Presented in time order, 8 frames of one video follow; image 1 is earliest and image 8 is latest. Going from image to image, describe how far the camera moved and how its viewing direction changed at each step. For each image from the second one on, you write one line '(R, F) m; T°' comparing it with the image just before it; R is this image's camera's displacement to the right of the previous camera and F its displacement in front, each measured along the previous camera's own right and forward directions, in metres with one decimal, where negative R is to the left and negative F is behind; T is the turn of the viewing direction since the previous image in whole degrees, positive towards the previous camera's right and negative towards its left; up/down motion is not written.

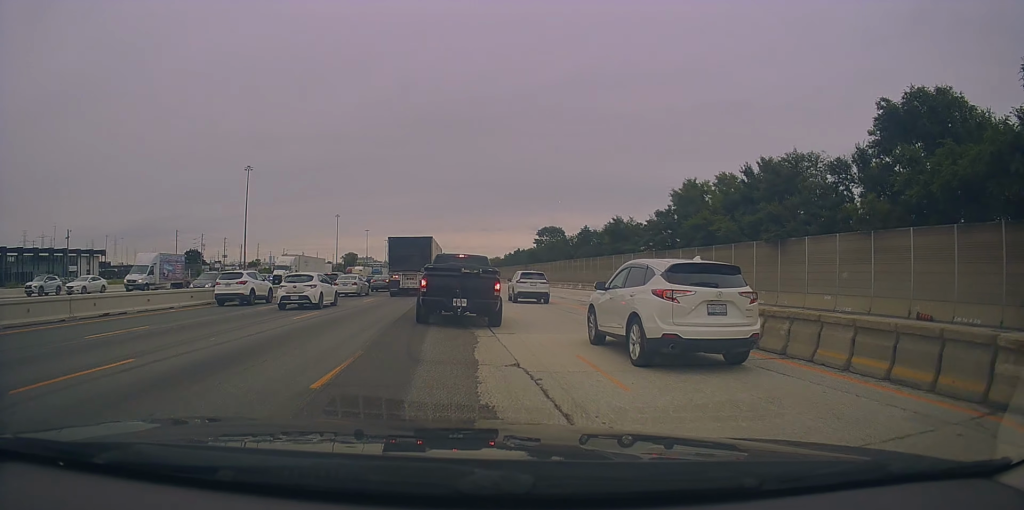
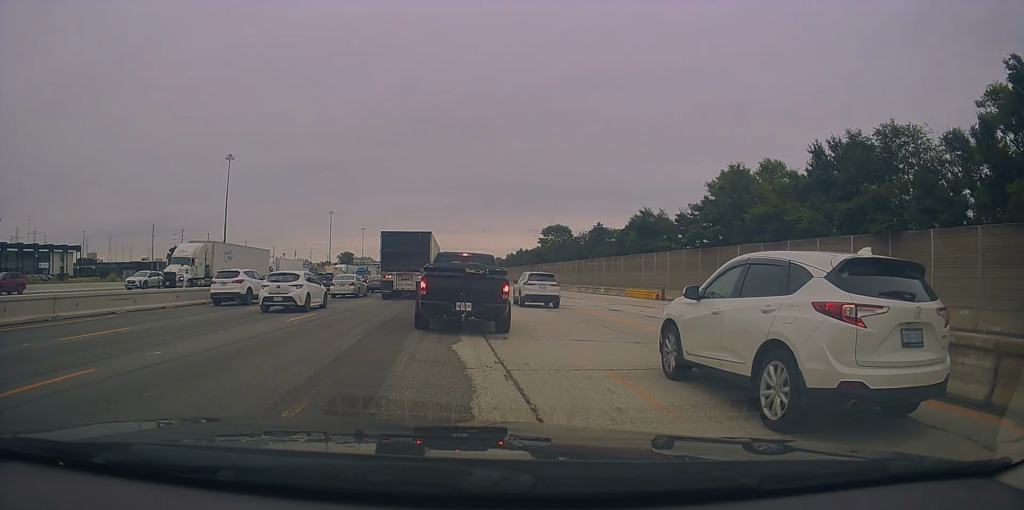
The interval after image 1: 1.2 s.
(+0.1, +13.3) m; 0°
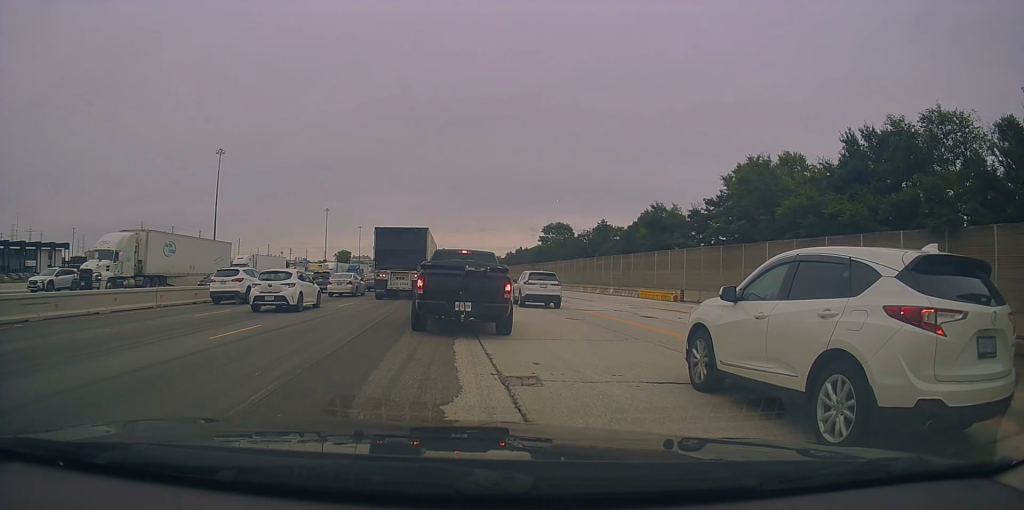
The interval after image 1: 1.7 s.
(0.0, +5.0) m; -1°
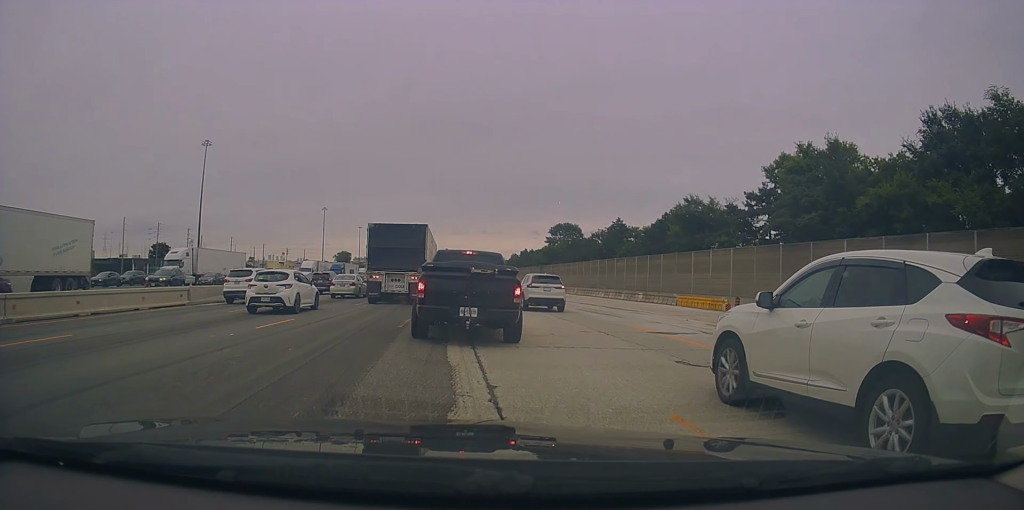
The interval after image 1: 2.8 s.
(-0.3, +9.7) m; -1°
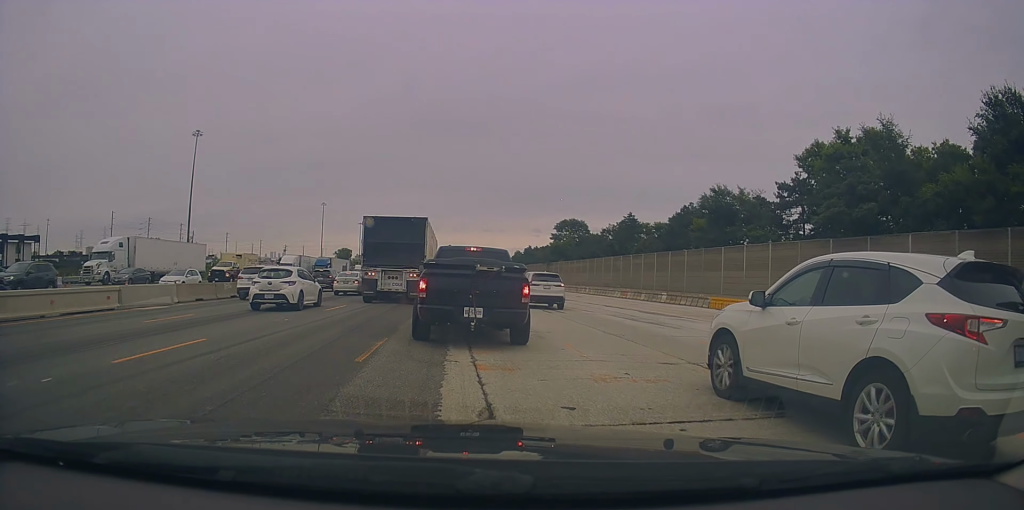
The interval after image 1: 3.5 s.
(0.0, +6.1) m; +1°
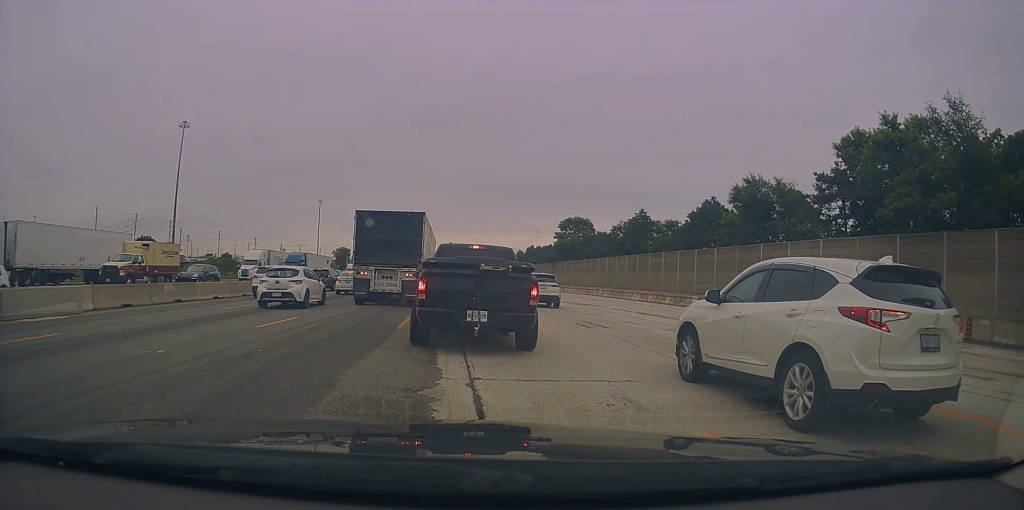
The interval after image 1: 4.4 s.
(+0.2, +6.5) m; +2°
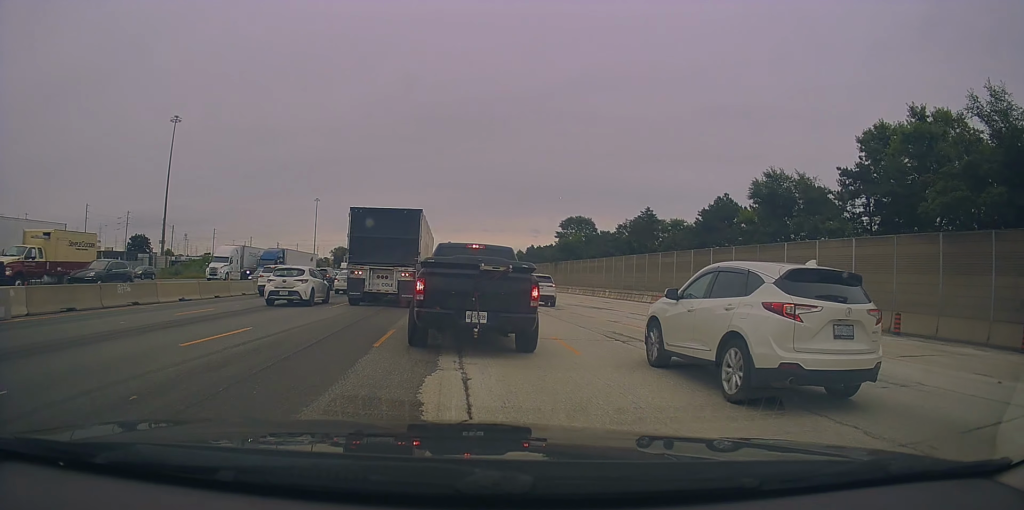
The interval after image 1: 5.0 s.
(0.0, +3.4) m; 0°
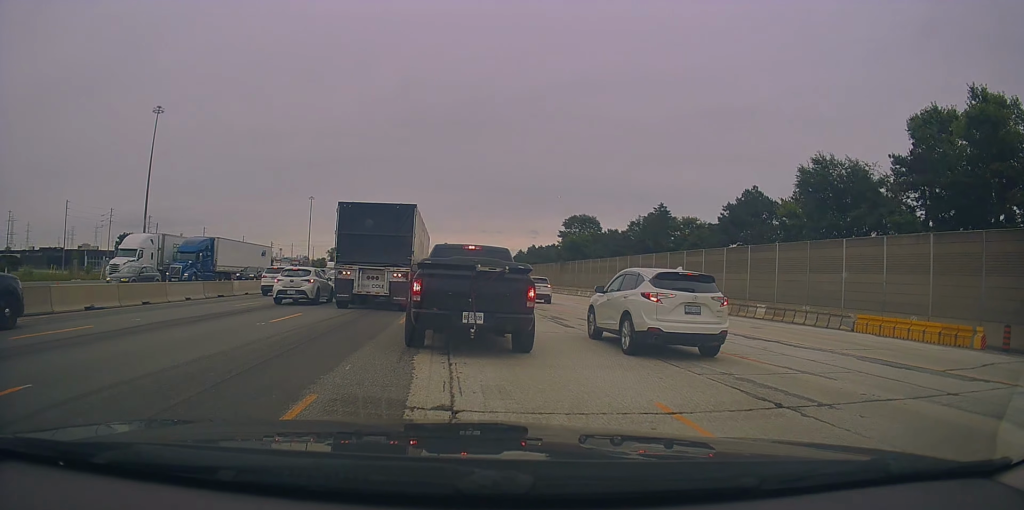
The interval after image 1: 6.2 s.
(0.0, +6.9) m; 0°
